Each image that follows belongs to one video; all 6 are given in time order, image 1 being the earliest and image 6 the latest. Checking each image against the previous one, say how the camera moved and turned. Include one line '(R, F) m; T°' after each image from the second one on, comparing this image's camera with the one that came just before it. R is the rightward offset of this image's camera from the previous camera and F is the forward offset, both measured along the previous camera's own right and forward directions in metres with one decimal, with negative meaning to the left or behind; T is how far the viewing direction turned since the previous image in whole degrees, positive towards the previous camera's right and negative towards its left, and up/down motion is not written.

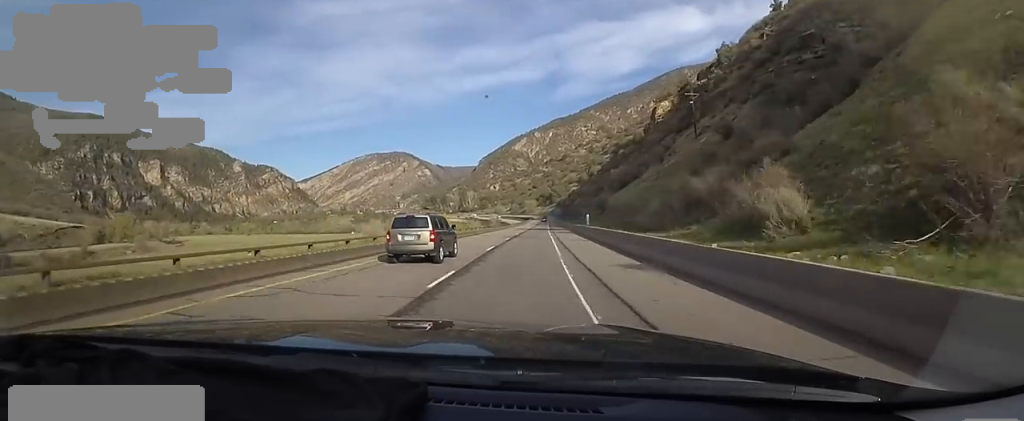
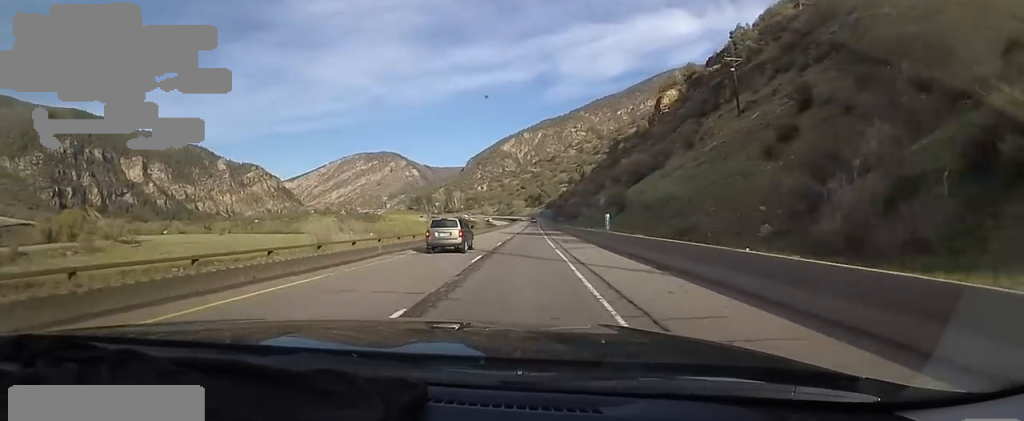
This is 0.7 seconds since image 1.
(+0.6, +18.0) m; +4°
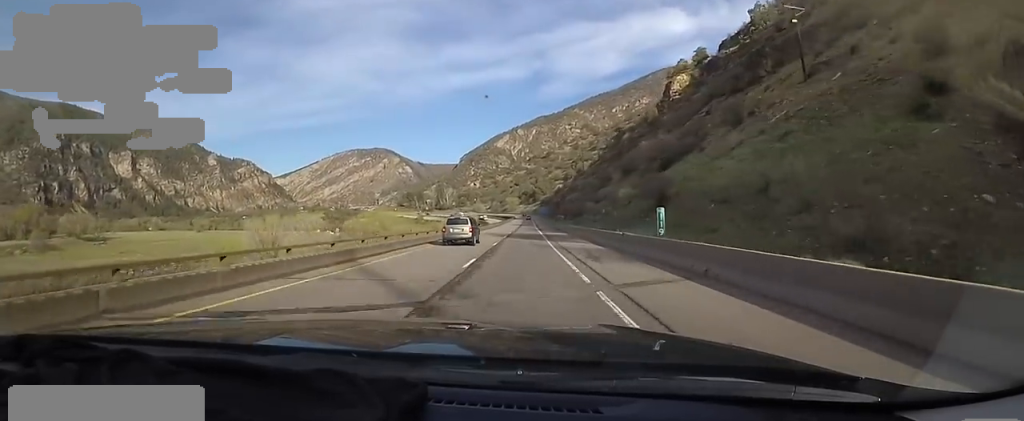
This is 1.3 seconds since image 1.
(+1.2, +14.5) m; +1°
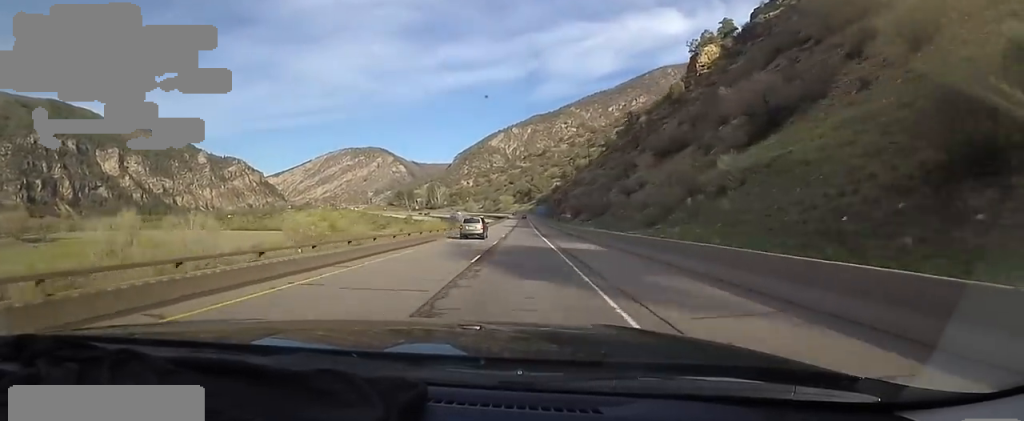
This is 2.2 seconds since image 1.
(-0.9, +23.0) m; -3°
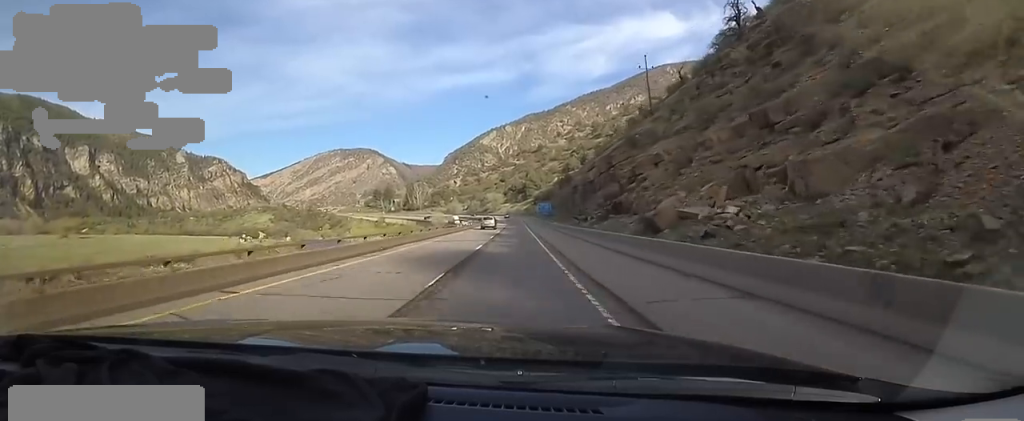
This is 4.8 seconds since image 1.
(+1.8, +67.3) m; +3°
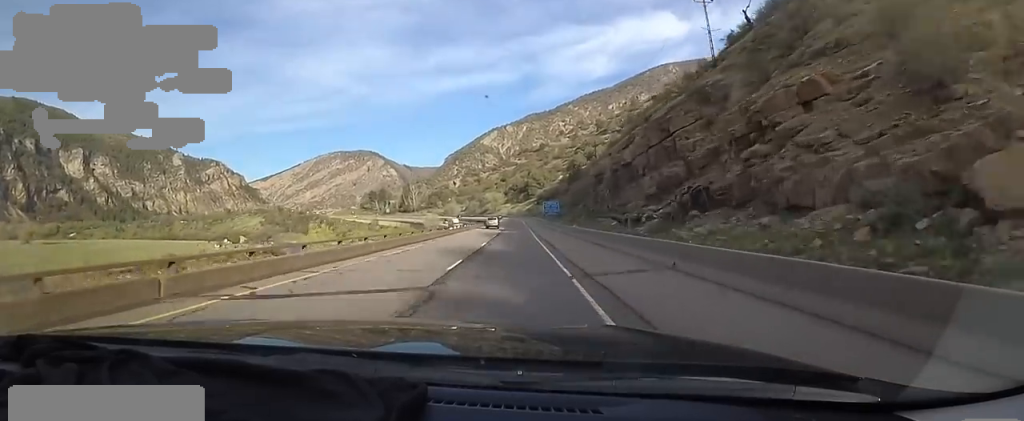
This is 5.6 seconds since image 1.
(-0.4, +21.2) m; 0°
